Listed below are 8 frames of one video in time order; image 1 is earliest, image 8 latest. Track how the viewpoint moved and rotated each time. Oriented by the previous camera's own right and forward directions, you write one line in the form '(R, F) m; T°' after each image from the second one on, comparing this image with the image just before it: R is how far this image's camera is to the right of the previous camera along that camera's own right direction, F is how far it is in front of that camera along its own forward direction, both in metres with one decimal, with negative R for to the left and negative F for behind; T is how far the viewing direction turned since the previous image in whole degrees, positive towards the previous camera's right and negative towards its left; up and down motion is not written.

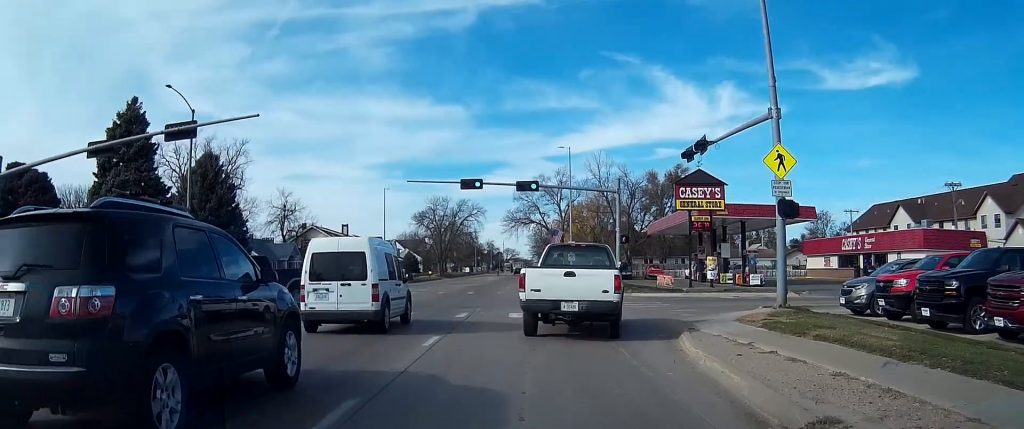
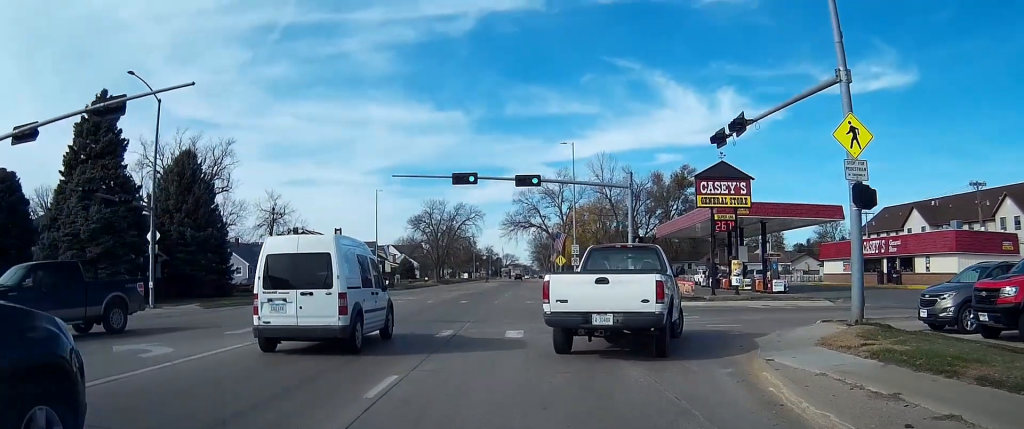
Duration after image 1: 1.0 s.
(0.0, +5.1) m; 0°
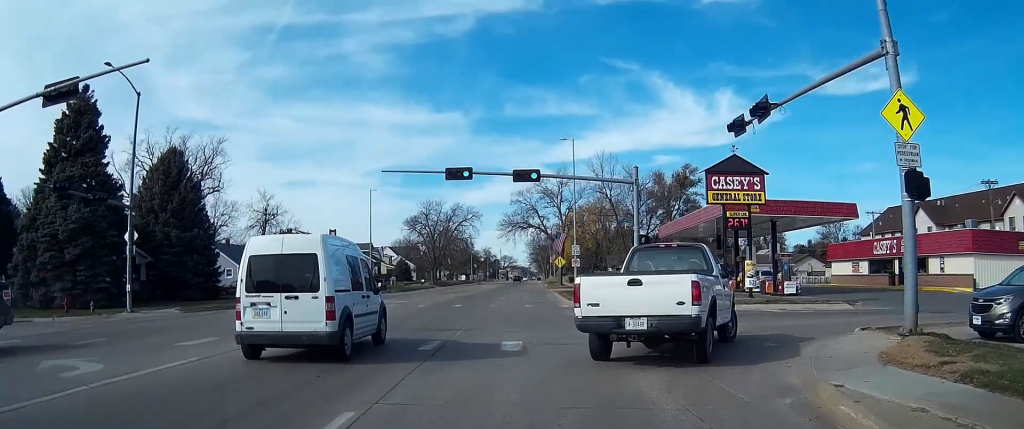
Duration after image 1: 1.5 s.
(0.0, +2.7) m; +1°
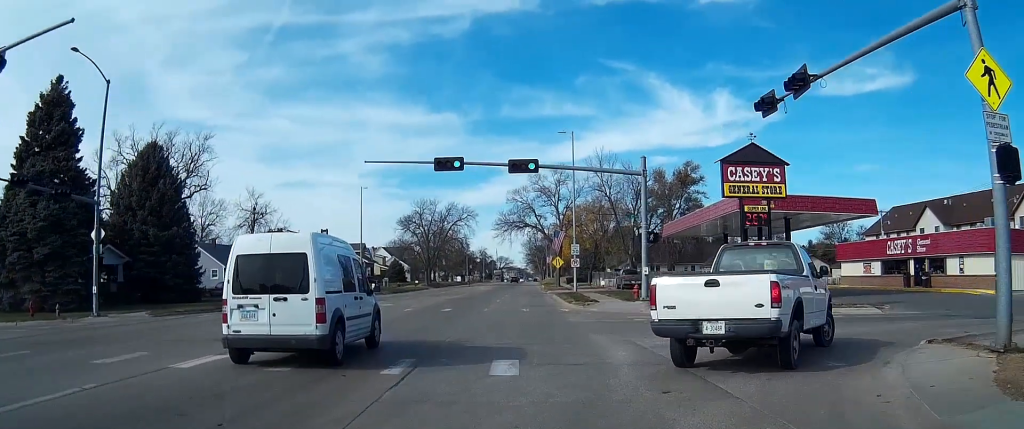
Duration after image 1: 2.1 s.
(+0.1, +3.7) m; 0°
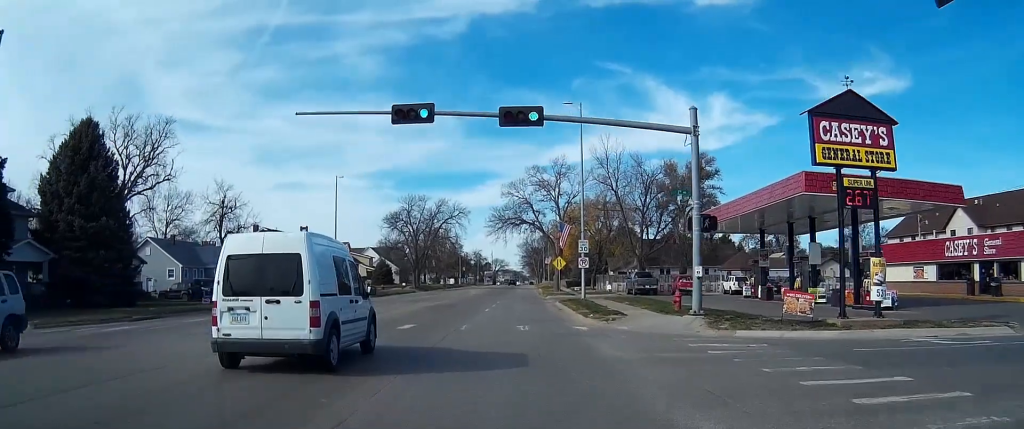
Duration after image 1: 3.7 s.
(0.0, +11.1) m; -1°
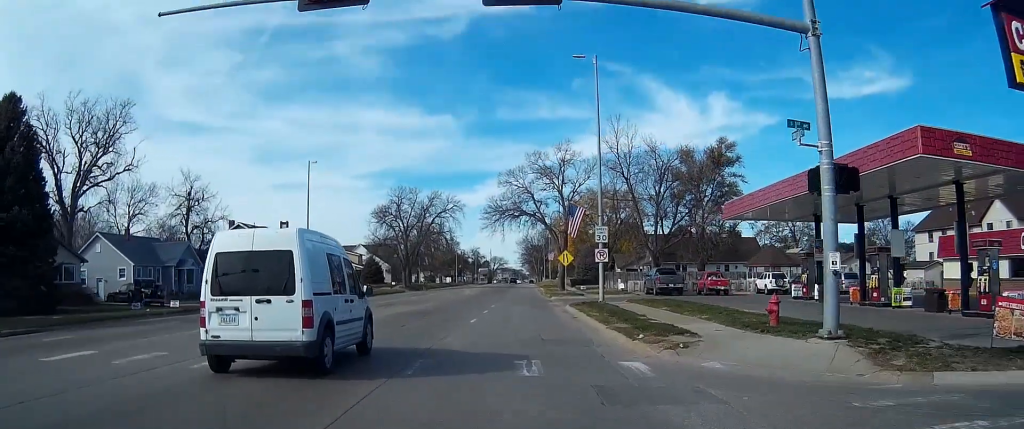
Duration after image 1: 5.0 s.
(+0.1, +11.2) m; 0°
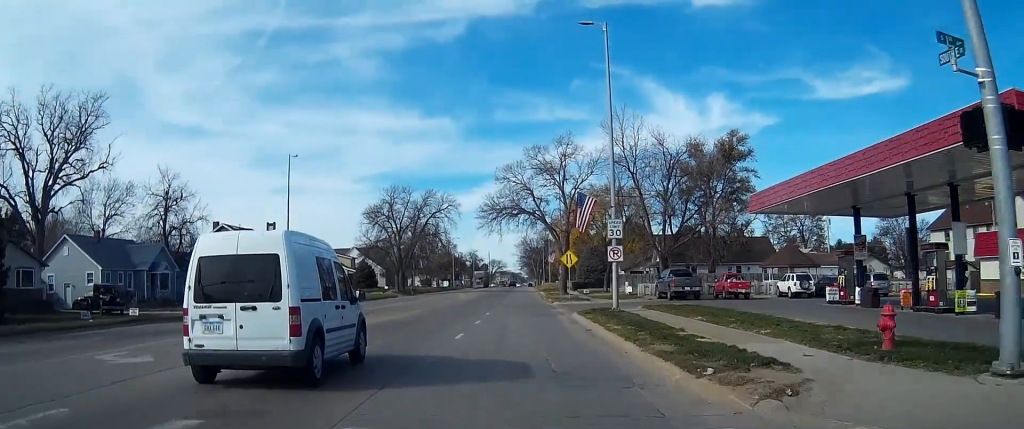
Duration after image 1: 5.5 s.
(0.0, +5.9) m; 0°
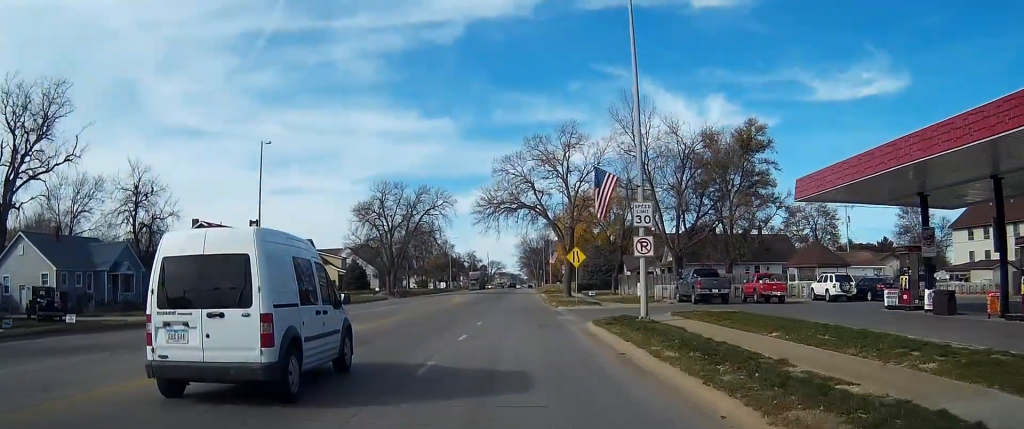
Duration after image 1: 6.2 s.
(0.0, +7.5) m; 0°
